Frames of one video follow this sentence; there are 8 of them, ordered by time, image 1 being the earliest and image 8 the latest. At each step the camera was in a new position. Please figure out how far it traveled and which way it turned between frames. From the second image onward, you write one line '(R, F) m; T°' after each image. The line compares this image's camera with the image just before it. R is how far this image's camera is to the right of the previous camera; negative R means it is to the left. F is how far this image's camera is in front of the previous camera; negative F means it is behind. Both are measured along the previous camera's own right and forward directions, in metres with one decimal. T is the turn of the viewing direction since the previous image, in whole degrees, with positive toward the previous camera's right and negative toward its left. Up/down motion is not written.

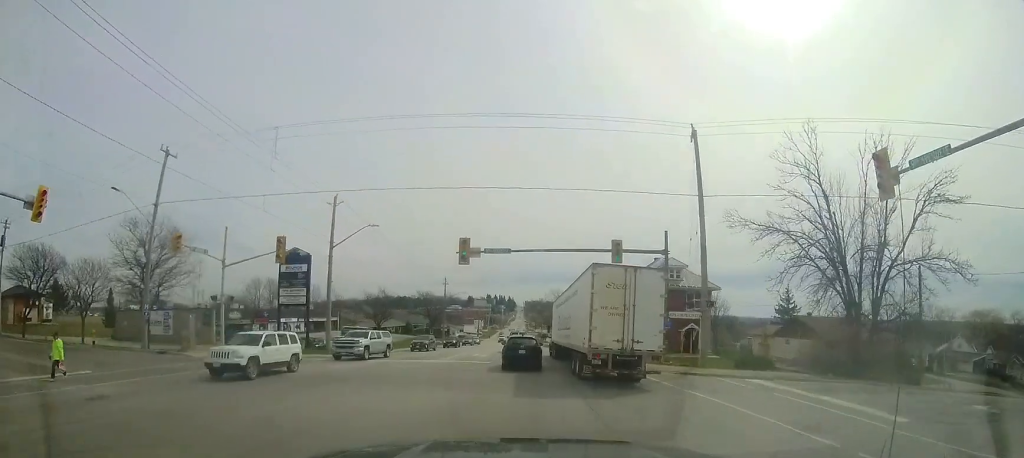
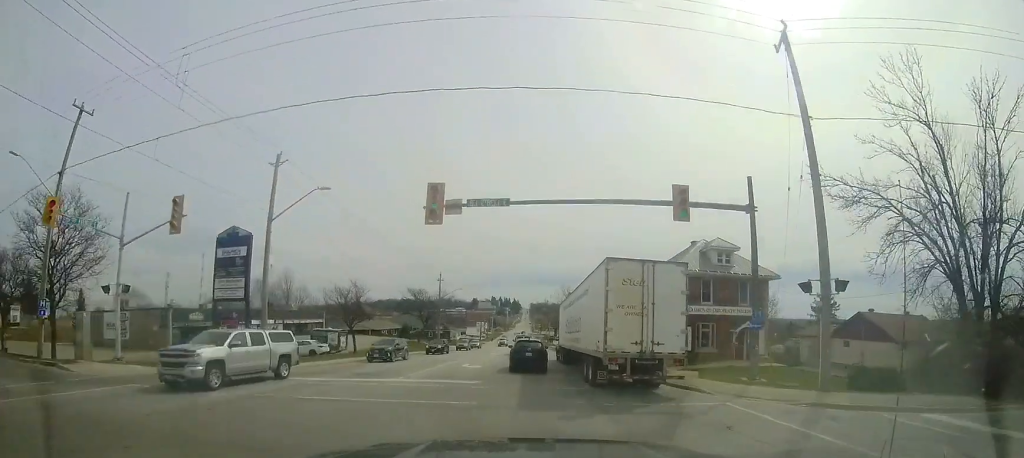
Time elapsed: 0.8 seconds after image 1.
(-0.3, +8.1) m; -2°
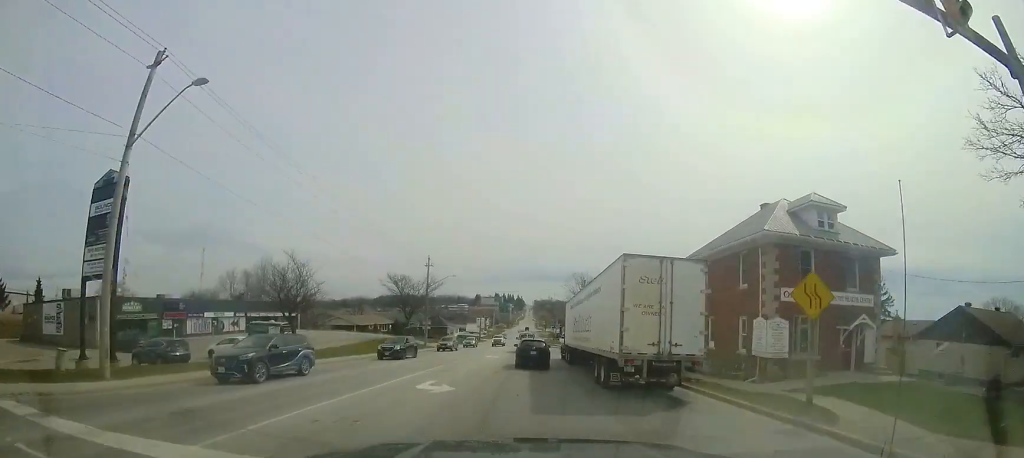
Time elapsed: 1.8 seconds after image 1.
(-0.1, +9.7) m; 0°
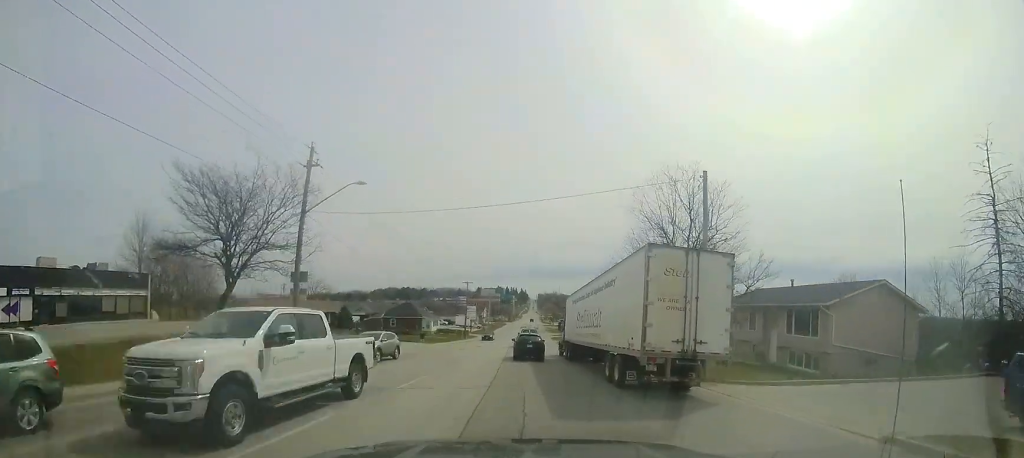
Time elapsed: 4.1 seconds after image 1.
(-0.4, +28.8) m; -2°
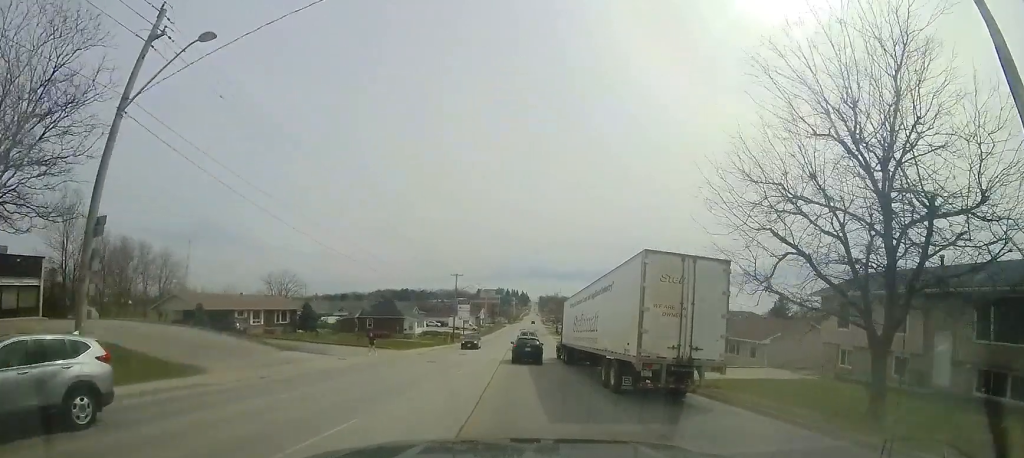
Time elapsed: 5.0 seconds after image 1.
(0.0, +12.1) m; +1°
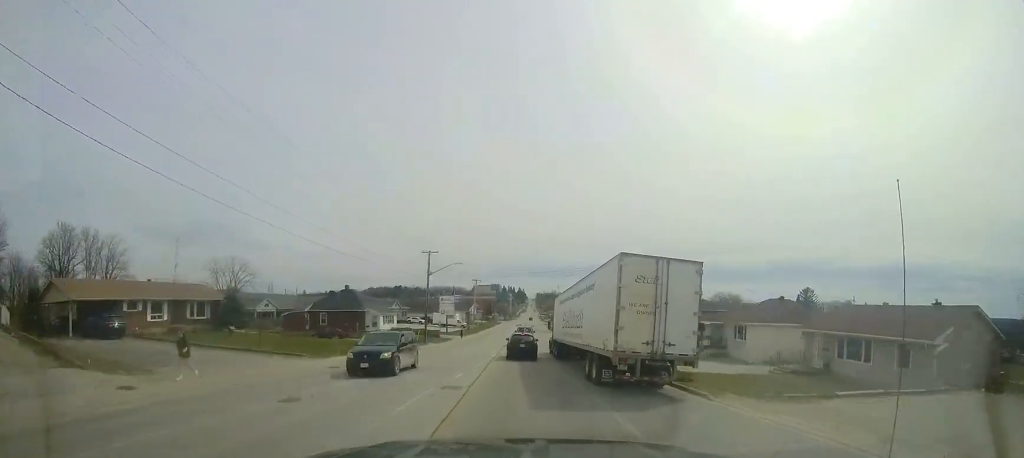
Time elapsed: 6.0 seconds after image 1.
(+0.4, +14.5) m; +2°
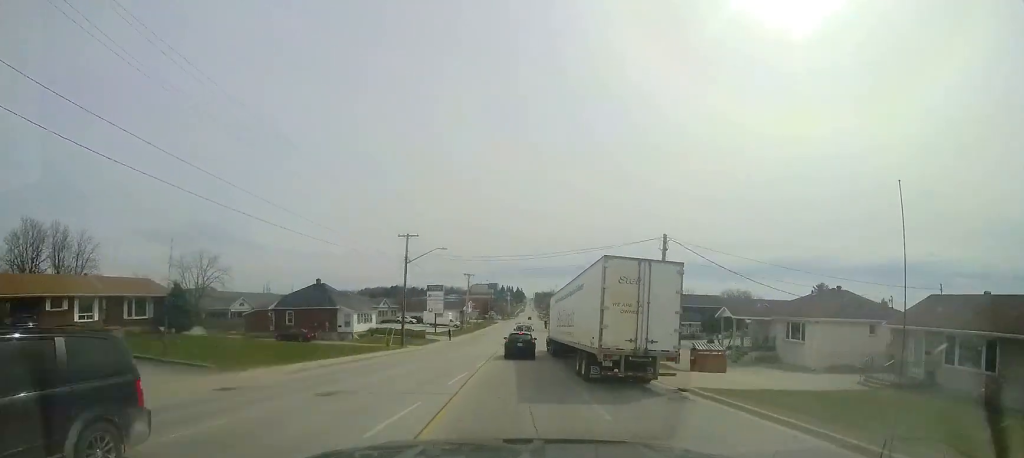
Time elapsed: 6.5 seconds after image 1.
(+0.1, +7.4) m; 0°
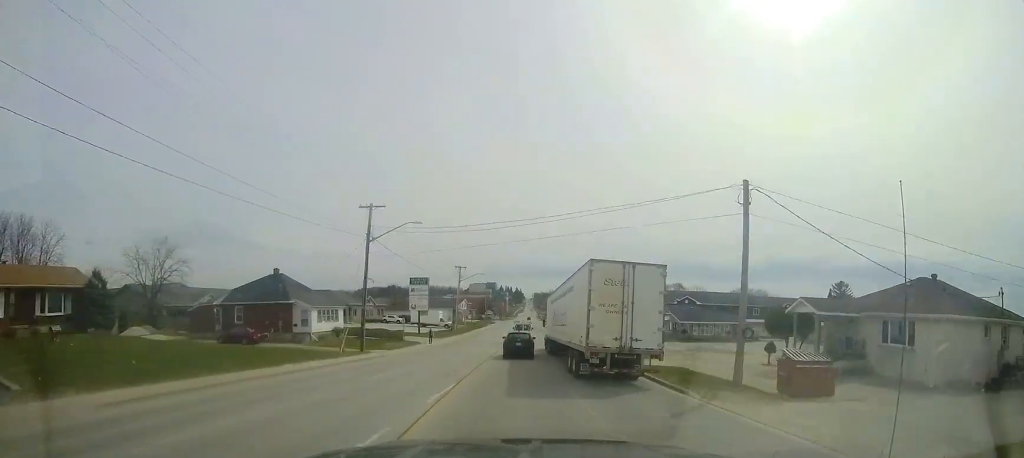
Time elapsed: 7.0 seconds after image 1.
(0.0, +8.5) m; -1°
